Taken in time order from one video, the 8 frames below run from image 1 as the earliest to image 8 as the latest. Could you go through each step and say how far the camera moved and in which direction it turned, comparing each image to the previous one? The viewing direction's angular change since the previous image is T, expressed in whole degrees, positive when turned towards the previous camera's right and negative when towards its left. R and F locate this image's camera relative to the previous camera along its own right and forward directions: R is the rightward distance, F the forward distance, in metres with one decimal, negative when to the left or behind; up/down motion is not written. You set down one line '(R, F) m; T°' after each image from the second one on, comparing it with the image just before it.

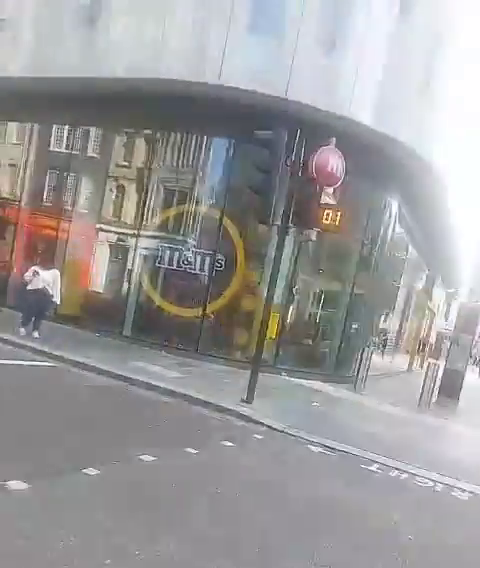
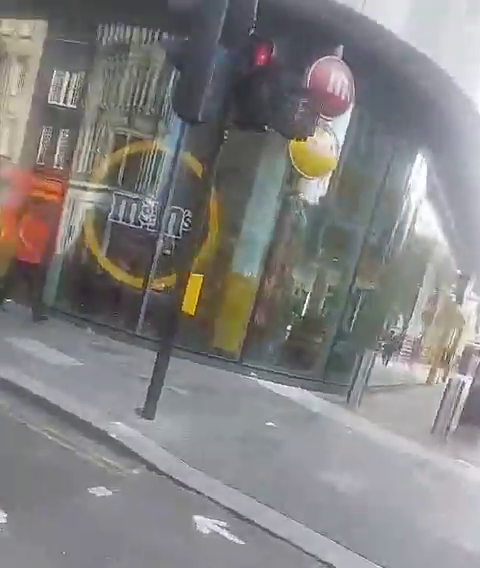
(+0.1, +2.5) m; +16°
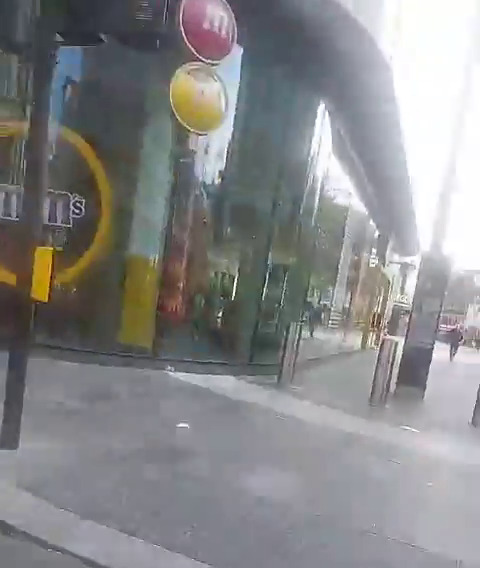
(+0.1, +0.9) m; +9°
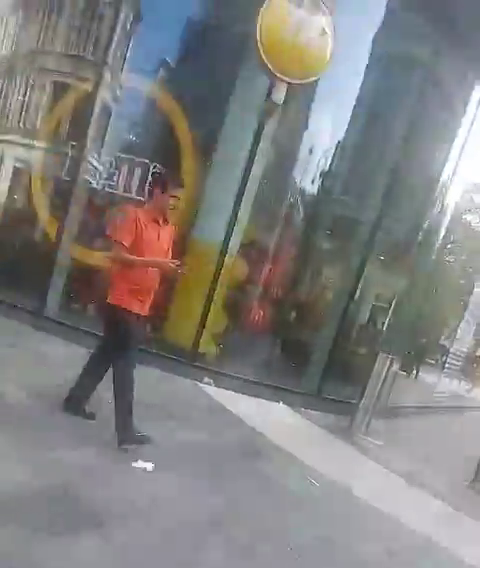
(0.0, +1.5) m; +6°
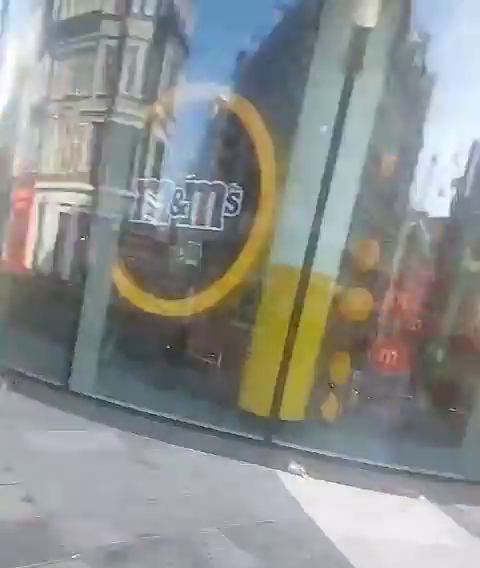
(+0.2, +1.9) m; +12°
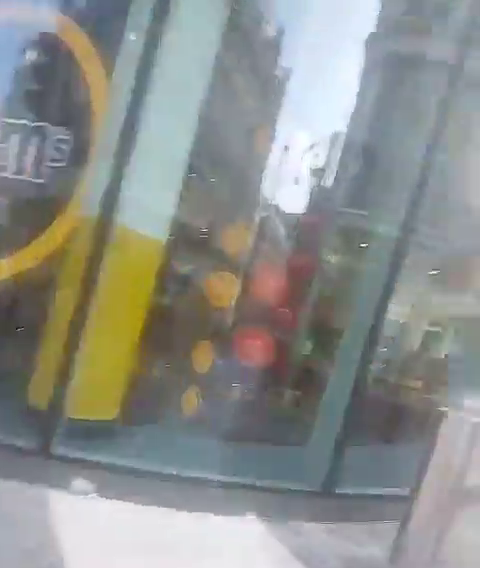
(+0.1, +0.9) m; +8°
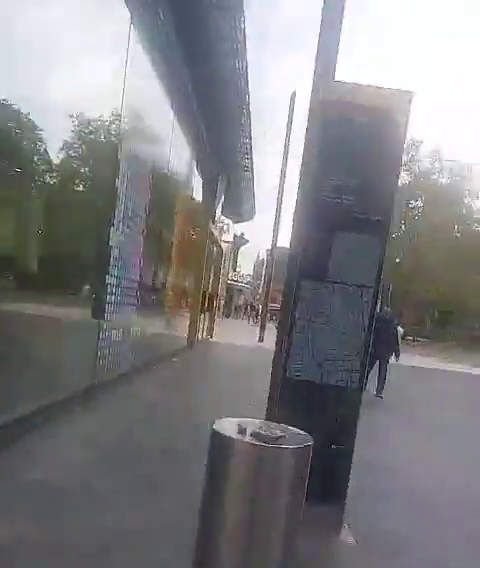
(+0.2, +1.7) m; +9°
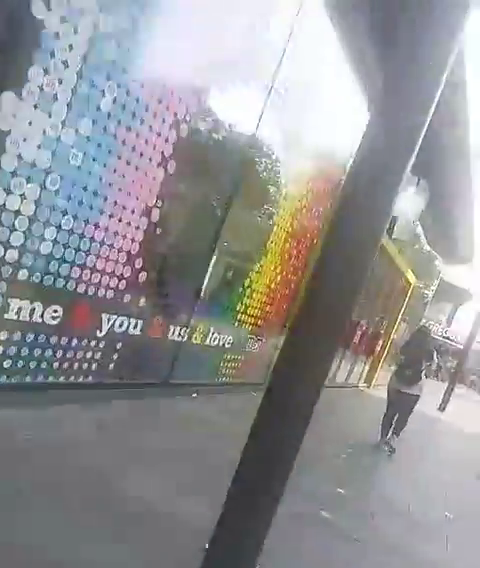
(-0.2, +3.9) m; -6°
